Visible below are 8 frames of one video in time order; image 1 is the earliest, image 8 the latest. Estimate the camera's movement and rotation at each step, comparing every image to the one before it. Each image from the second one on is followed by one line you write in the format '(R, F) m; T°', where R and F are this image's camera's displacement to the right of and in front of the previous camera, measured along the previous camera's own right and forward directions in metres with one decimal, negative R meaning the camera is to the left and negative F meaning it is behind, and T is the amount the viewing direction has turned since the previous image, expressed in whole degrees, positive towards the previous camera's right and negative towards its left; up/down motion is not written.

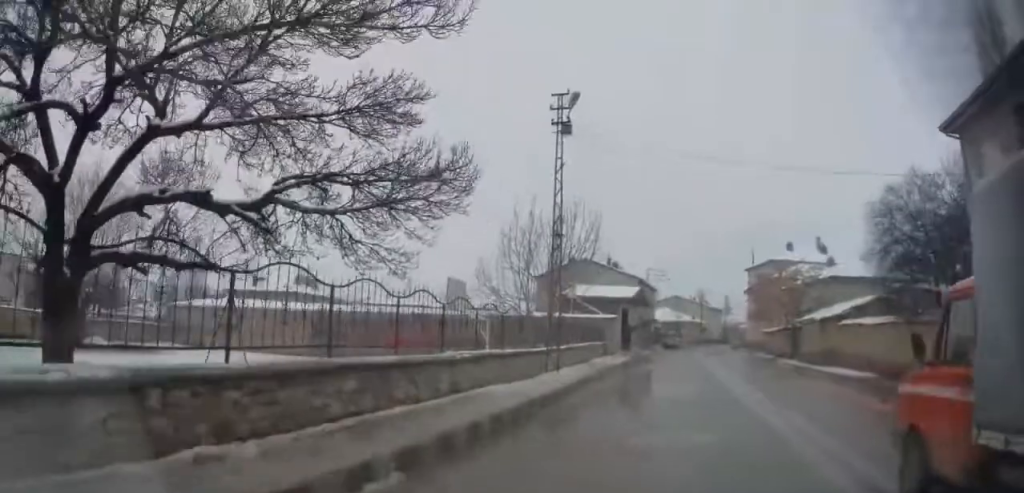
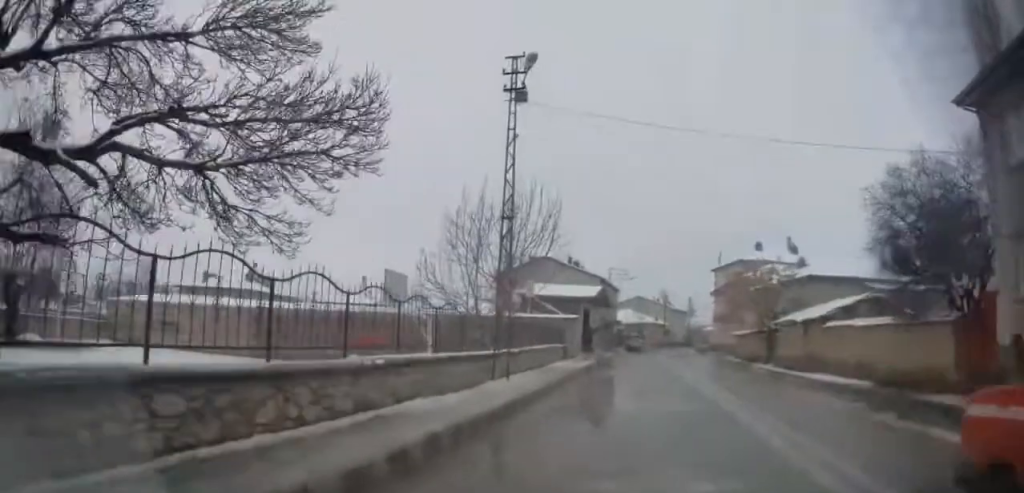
(-0.1, +2.4) m; +1°
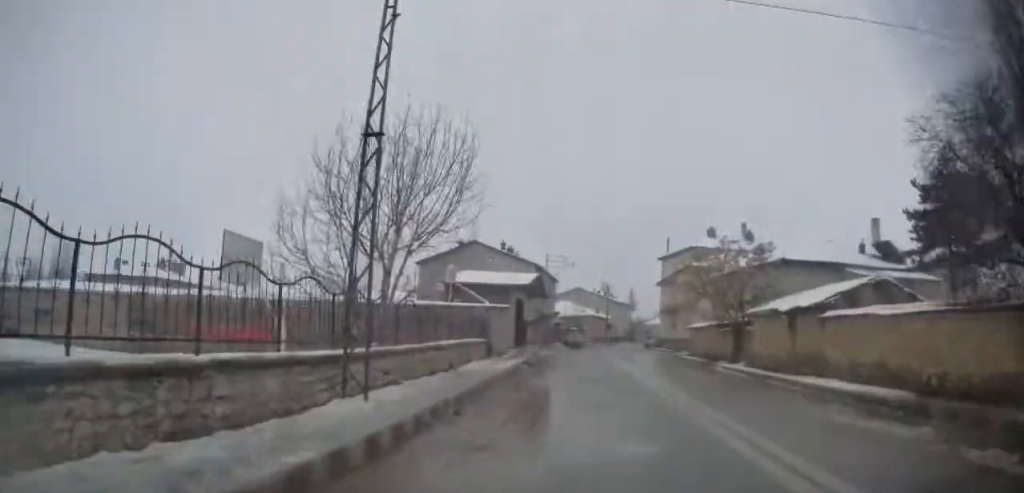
(+0.2, +6.0) m; +3°
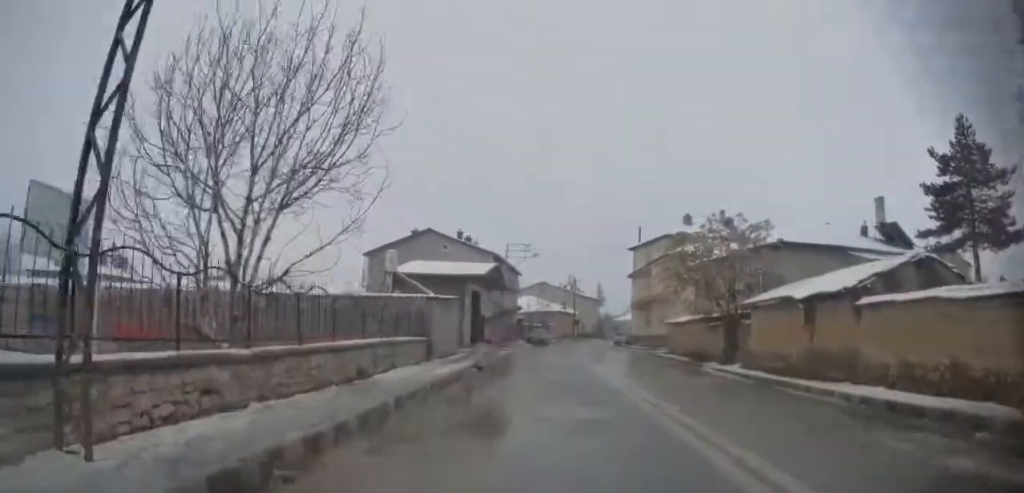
(+0.1, +5.0) m; +1°
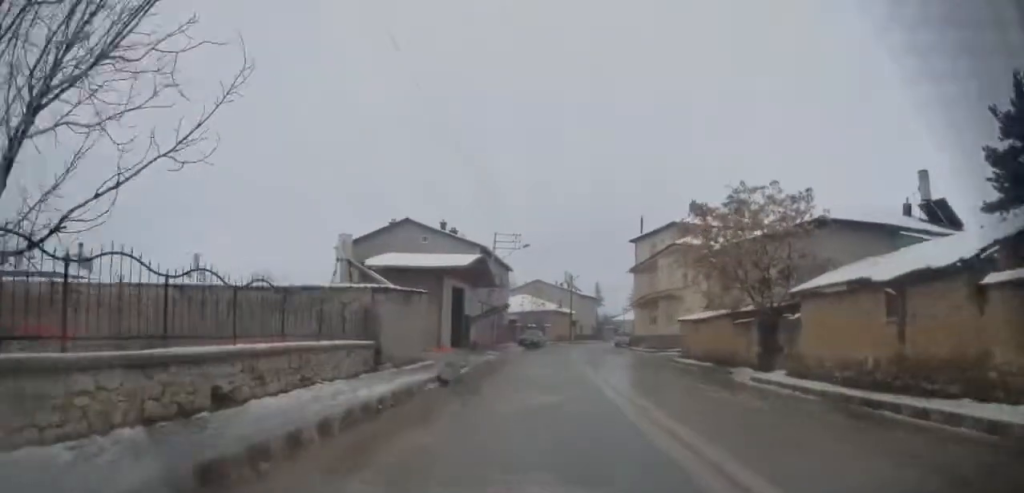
(0.0, +5.2) m; +1°
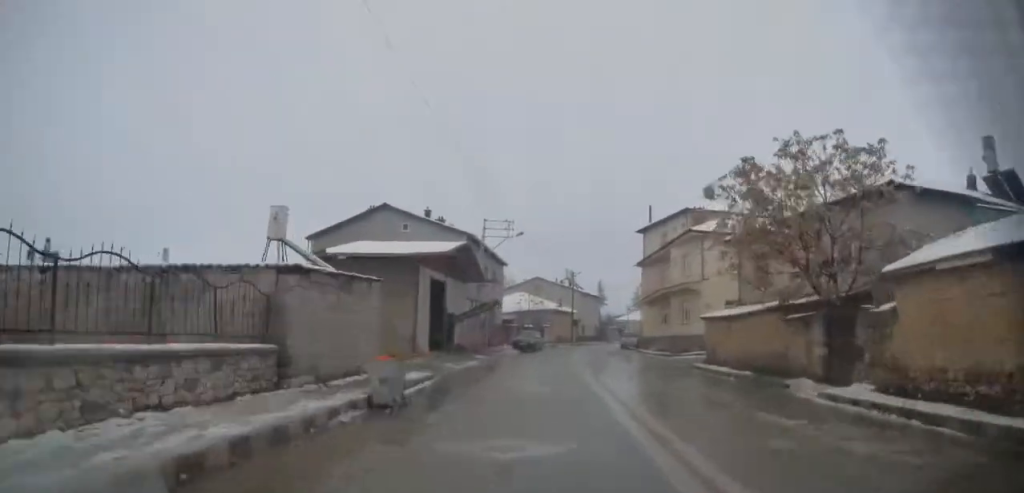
(+0.1, +5.7) m; 0°
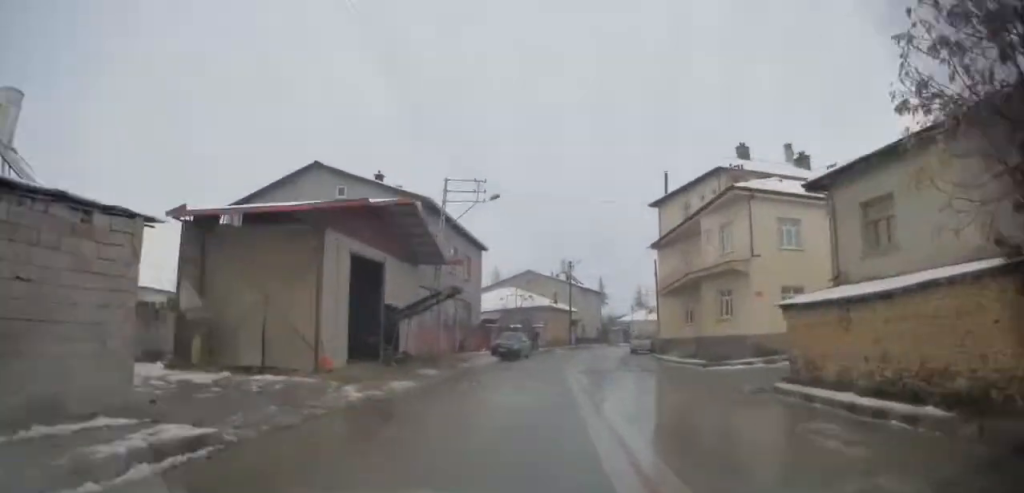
(0.0, +11.1) m; -1°
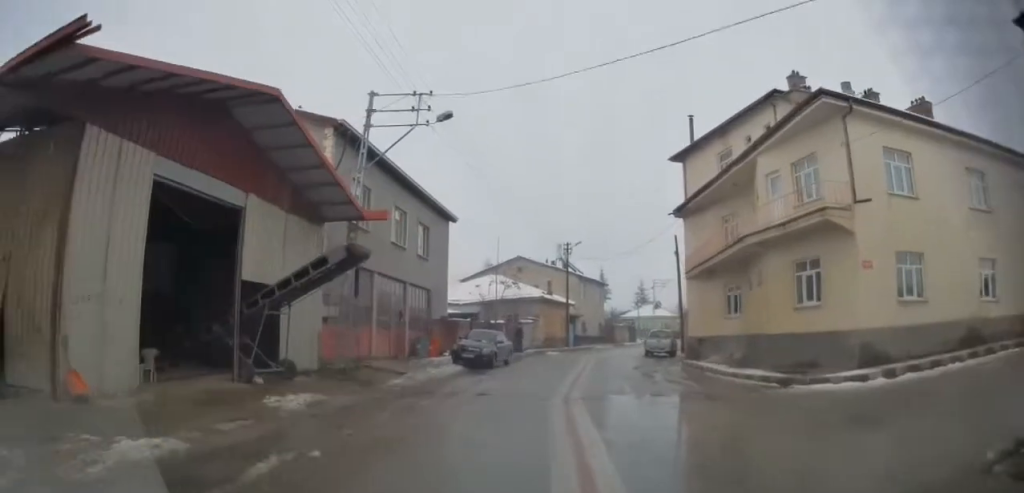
(-0.1, +10.1) m; 0°
